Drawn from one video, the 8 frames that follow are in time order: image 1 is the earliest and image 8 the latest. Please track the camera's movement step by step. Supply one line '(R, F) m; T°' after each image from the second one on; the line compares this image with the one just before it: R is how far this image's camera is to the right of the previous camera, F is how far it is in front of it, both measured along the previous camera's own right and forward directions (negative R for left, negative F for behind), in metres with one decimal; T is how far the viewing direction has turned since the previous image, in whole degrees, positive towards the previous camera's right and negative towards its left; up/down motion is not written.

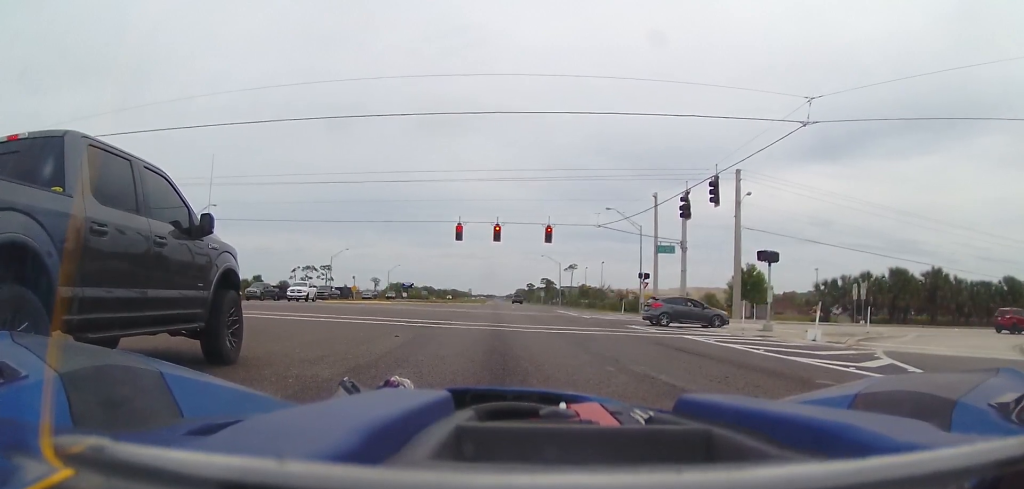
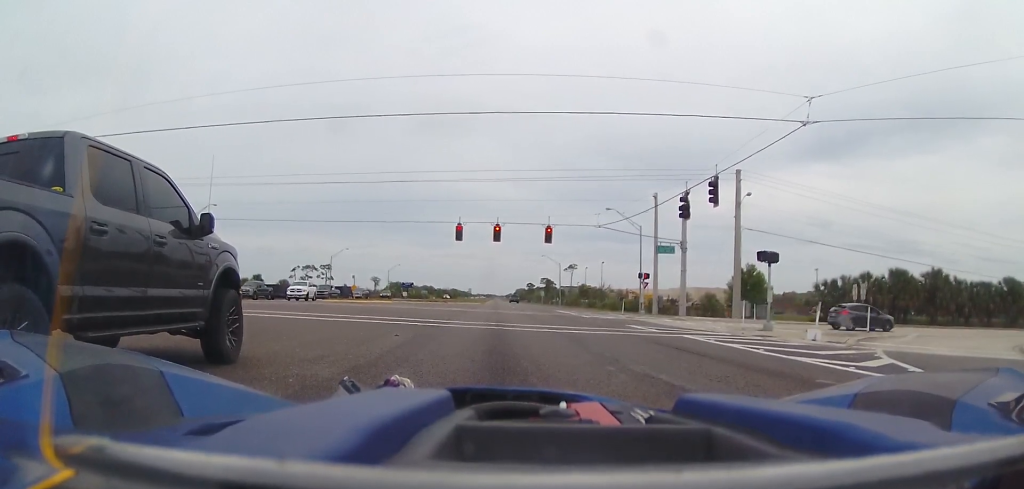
(0.0, 0.0) m; 0°
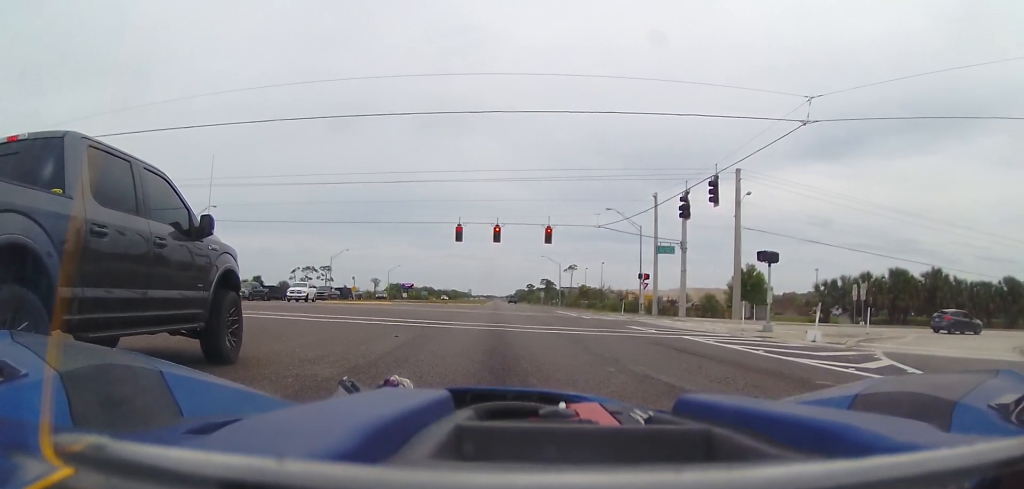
(0.0, 0.0) m; 0°
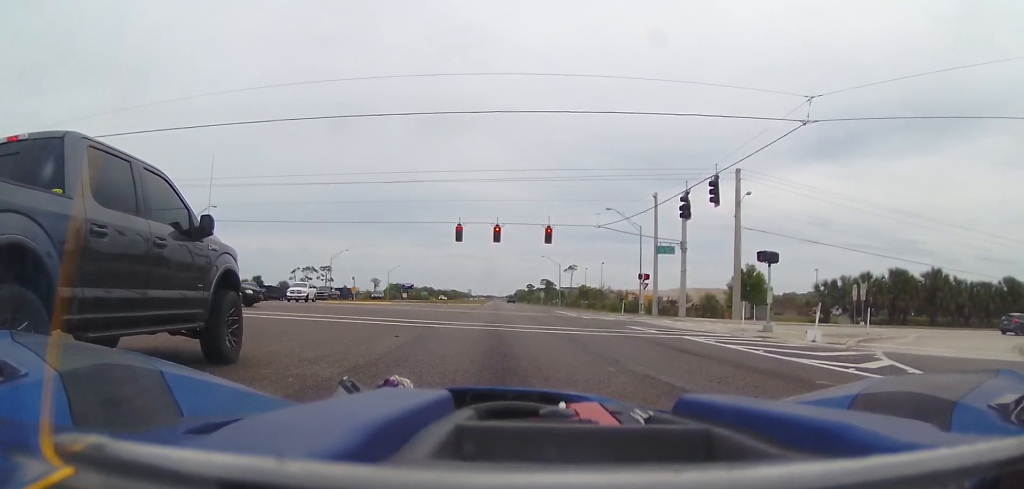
(0.0, 0.0) m; 0°
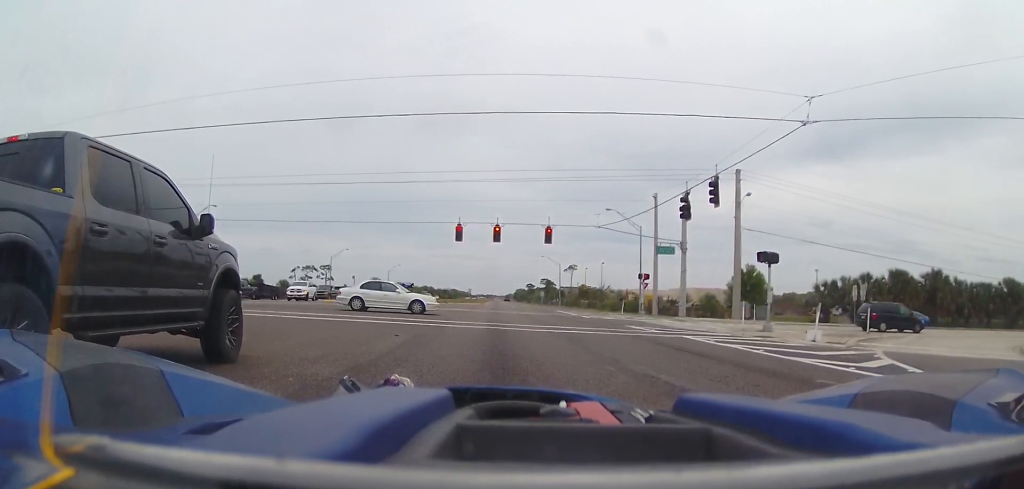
(0.0, 0.0) m; 0°
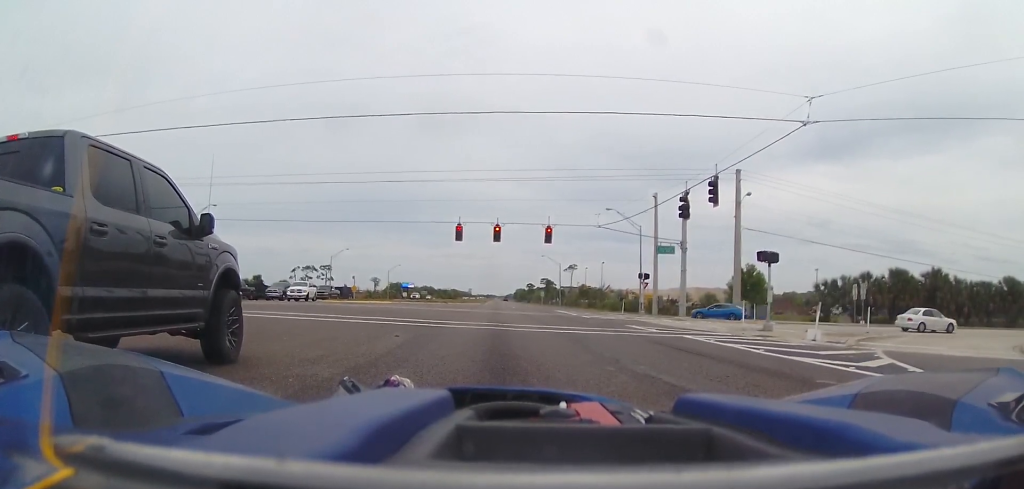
(0.0, 0.0) m; 0°
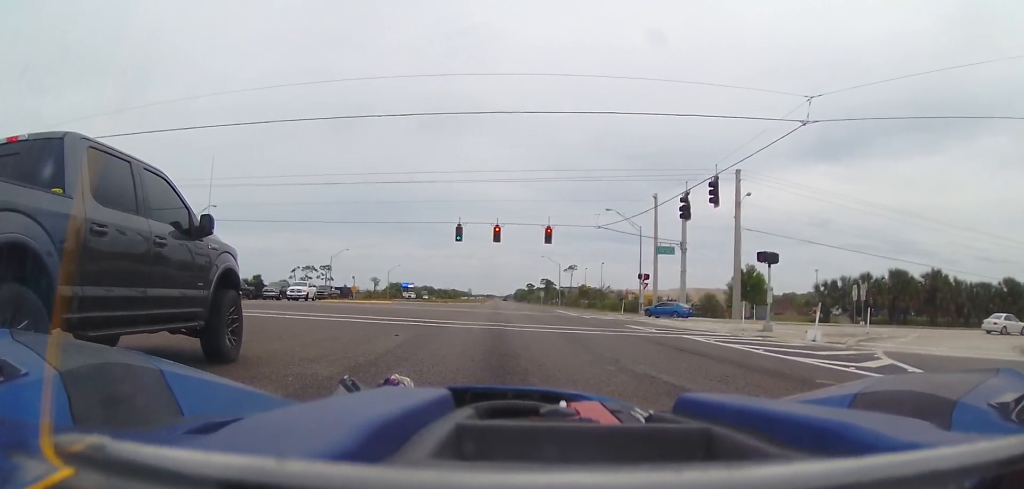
(0.0, 0.0) m; 0°
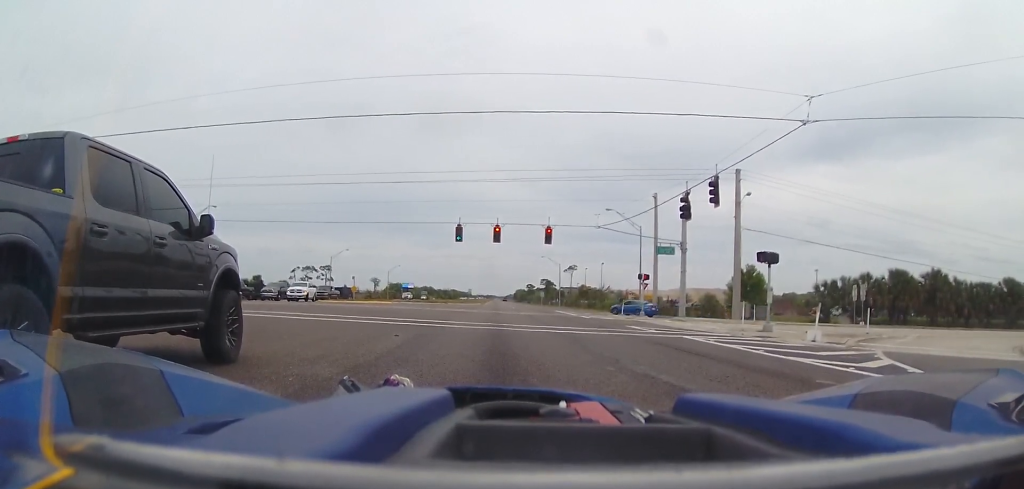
(0.0, 0.0) m; 0°
